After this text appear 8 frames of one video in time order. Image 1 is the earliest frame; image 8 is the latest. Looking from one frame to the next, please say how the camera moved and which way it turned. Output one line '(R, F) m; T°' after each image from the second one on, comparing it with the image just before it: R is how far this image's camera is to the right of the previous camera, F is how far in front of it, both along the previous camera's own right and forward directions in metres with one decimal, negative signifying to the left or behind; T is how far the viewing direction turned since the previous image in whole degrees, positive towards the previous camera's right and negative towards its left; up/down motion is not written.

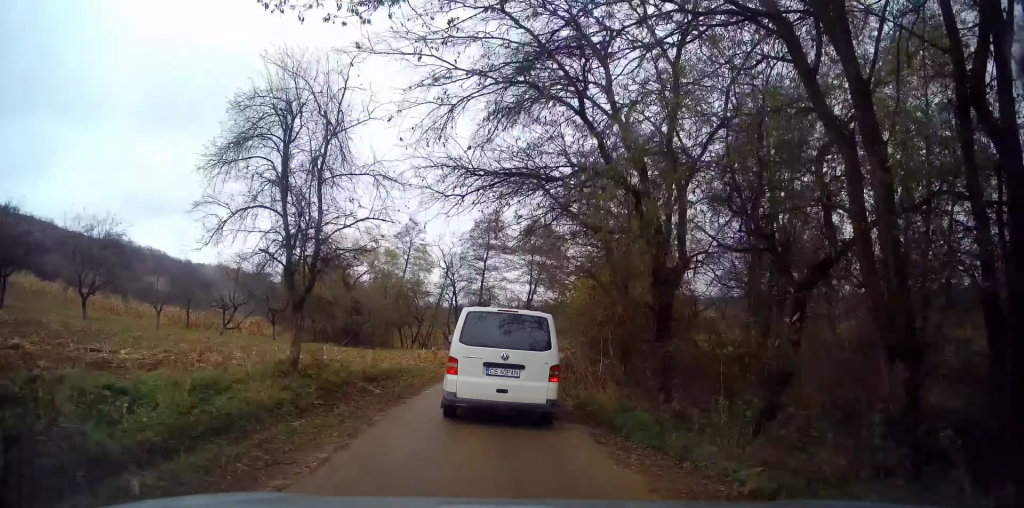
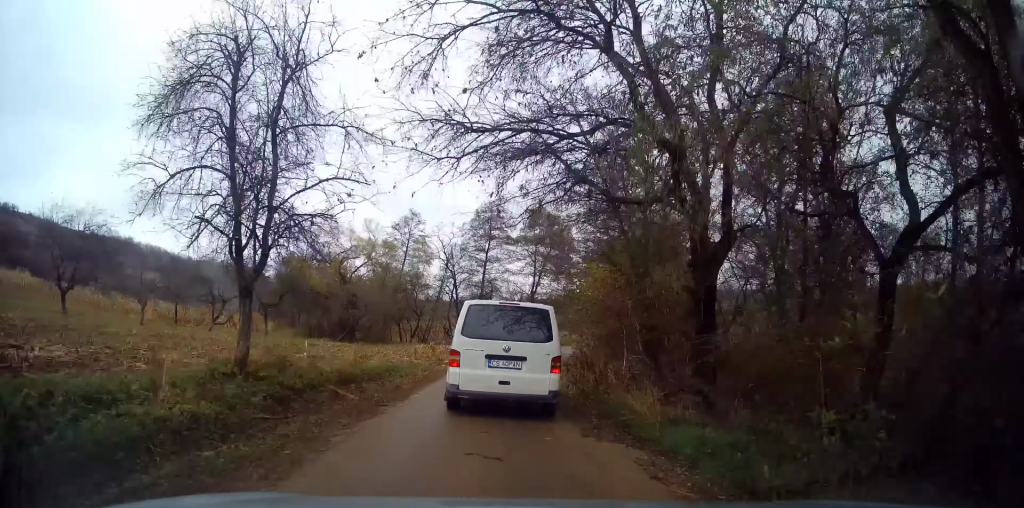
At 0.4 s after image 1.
(+0.1, +2.6) m; -1°
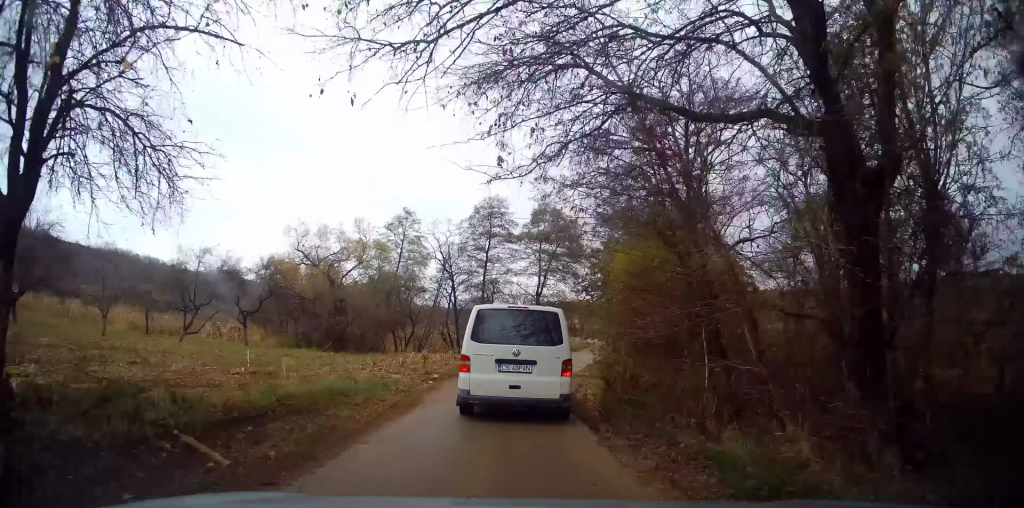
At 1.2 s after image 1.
(-0.1, +5.0) m; -1°
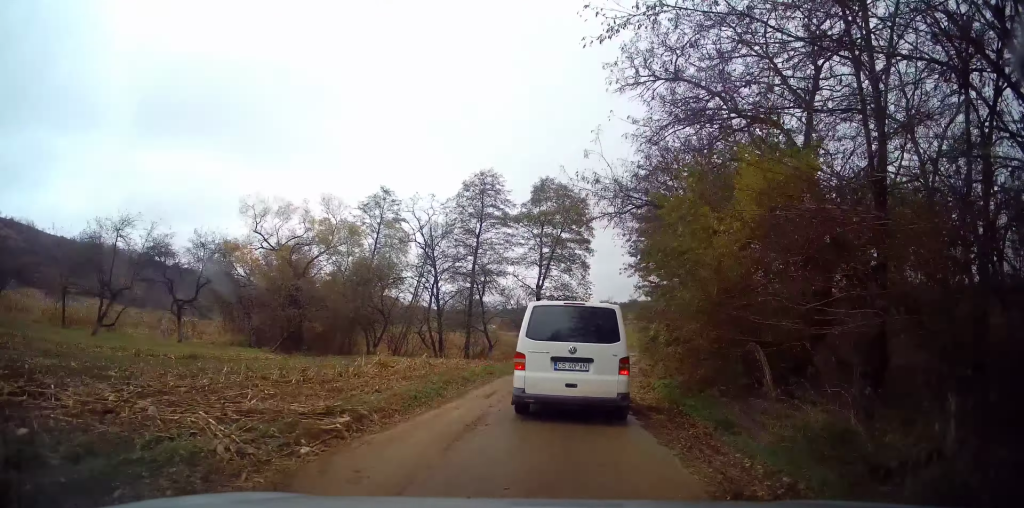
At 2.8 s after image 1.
(-0.1, +9.7) m; +1°
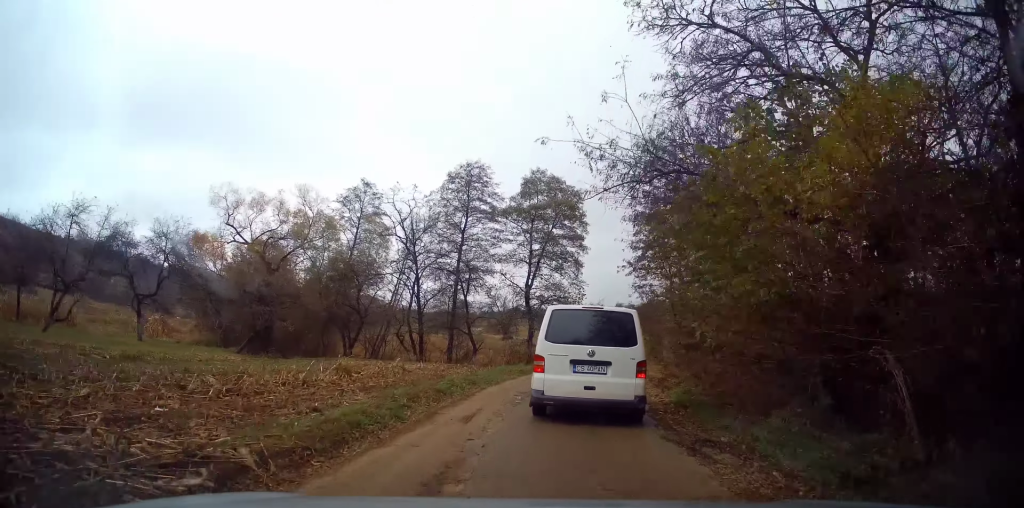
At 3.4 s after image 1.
(0.0, +3.5) m; 0°
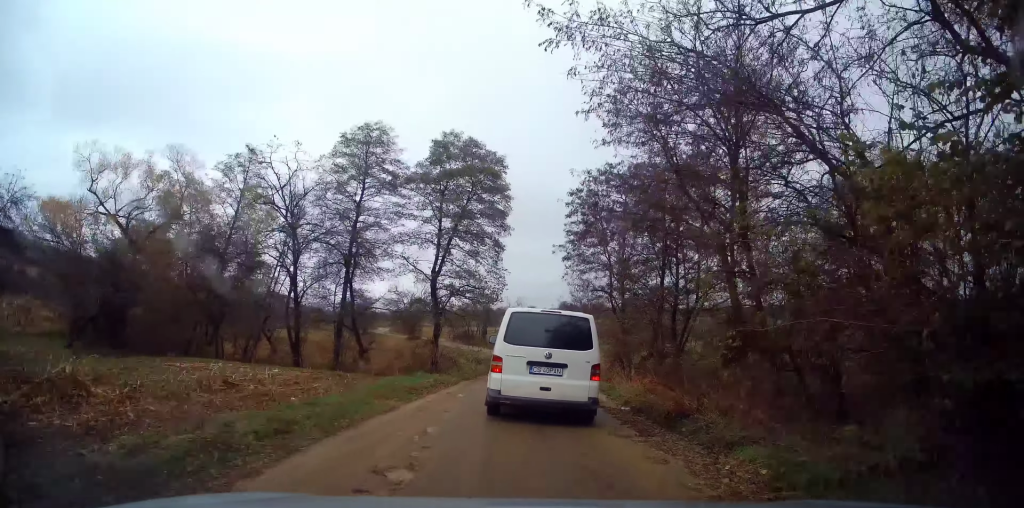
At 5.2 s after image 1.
(+0.5, +9.0) m; +10°
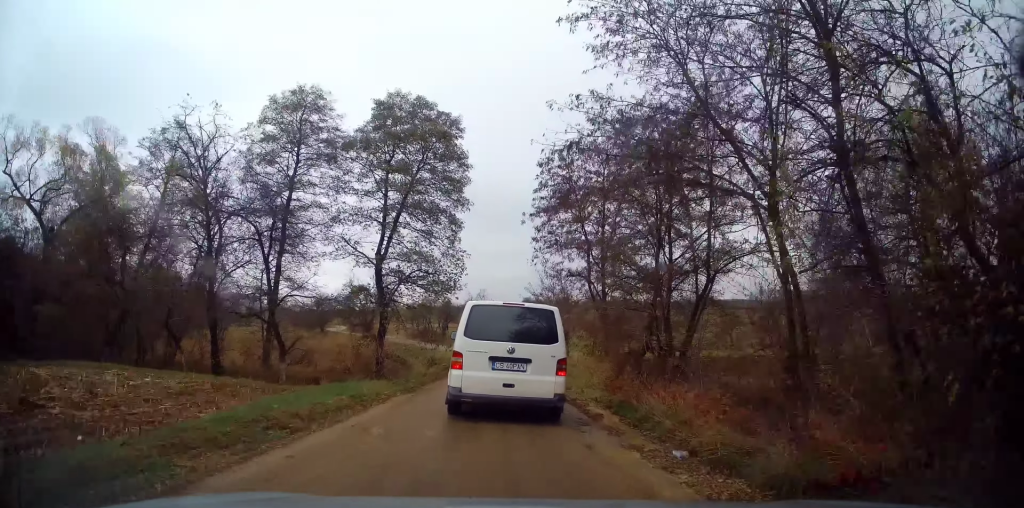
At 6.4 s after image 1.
(+0.5, +5.5) m; +8°
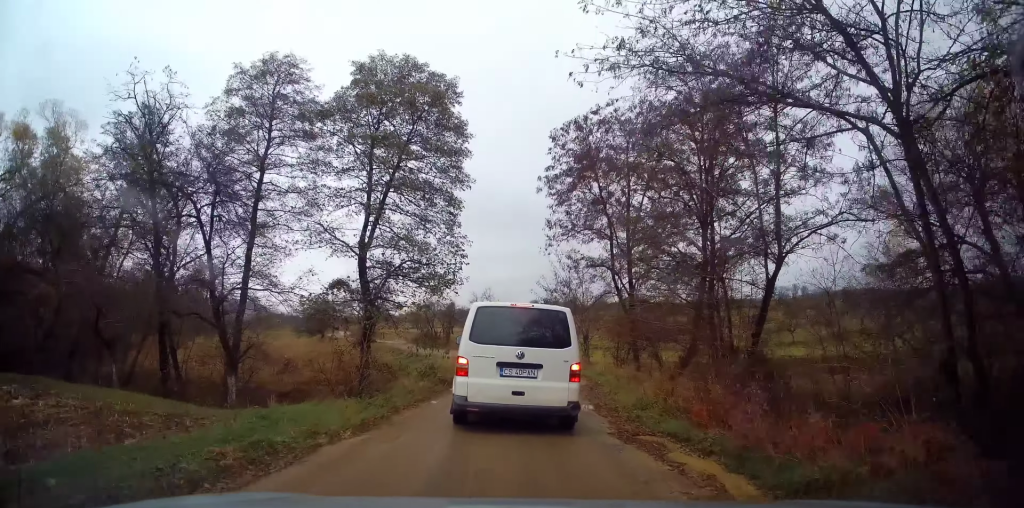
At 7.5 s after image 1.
(+0.1, +4.4) m; -3°
